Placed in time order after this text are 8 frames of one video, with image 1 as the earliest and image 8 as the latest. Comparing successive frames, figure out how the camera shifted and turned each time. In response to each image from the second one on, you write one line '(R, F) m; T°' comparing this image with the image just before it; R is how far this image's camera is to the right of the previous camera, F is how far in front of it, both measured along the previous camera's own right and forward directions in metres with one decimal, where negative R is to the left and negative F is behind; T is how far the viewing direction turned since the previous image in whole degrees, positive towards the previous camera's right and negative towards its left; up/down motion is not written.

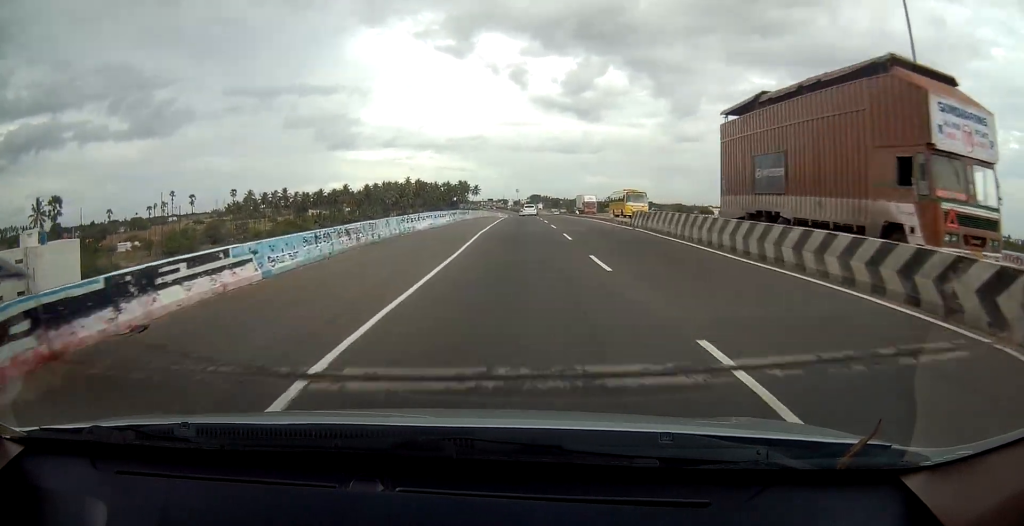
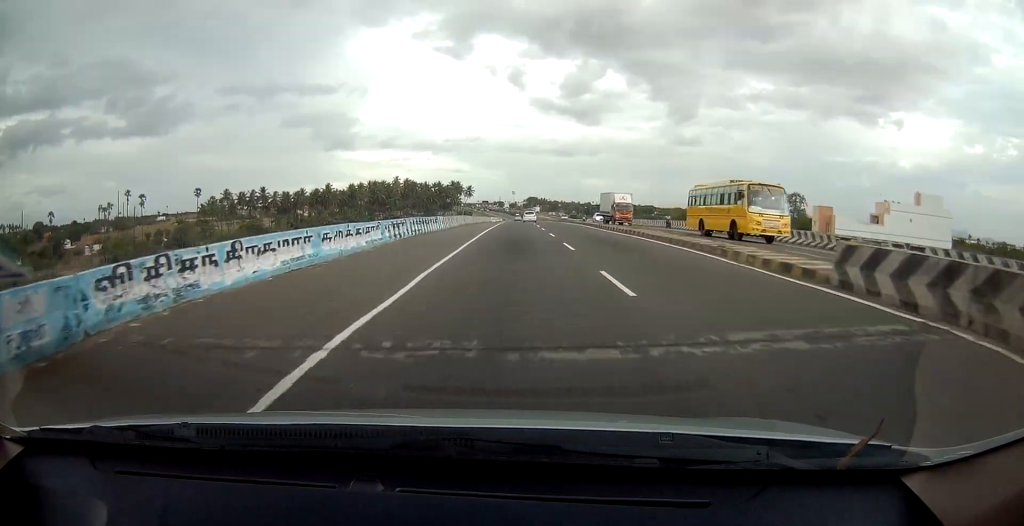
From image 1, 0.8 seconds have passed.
(0.0, +20.9) m; 0°
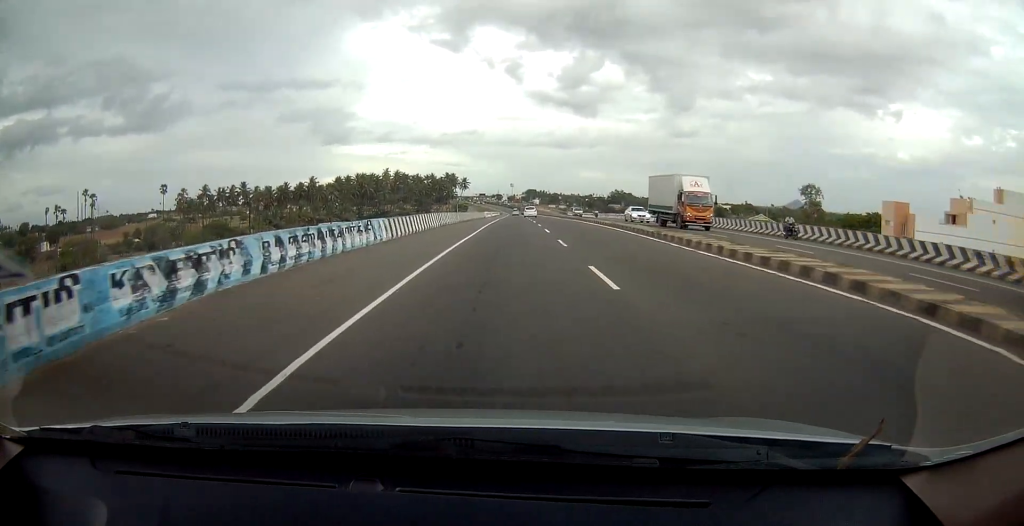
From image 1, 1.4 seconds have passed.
(0.0, +17.5) m; 0°
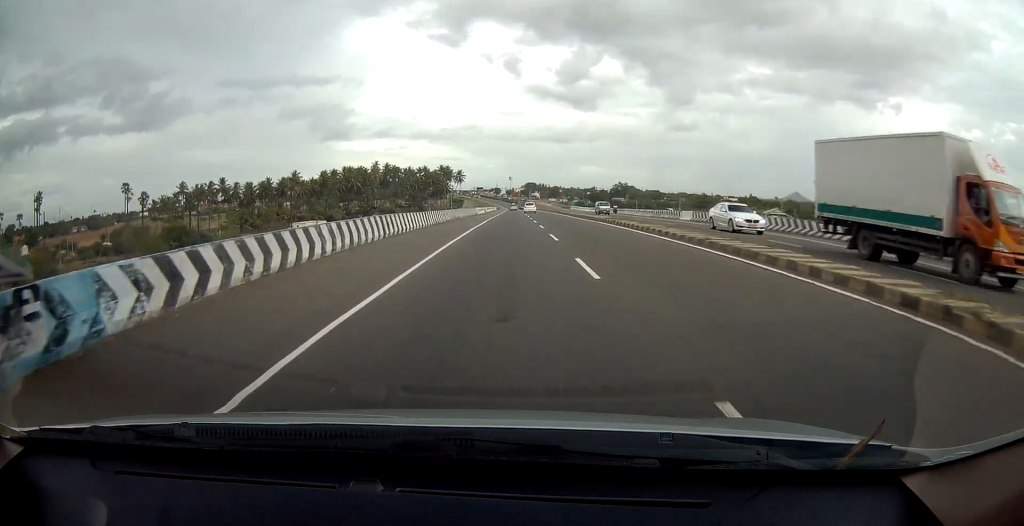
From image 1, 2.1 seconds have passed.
(+0.2, +17.2) m; 0°
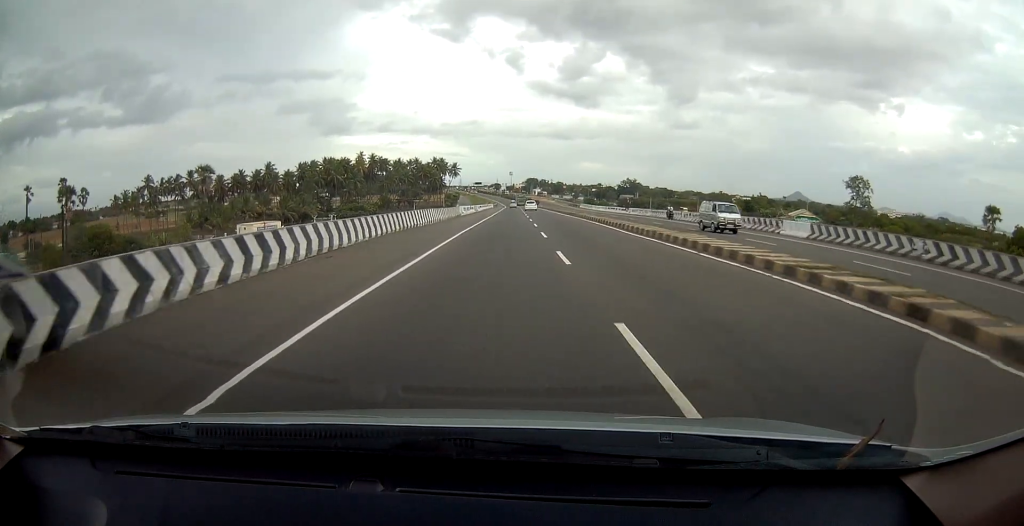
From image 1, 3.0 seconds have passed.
(0.0, +24.8) m; 0°
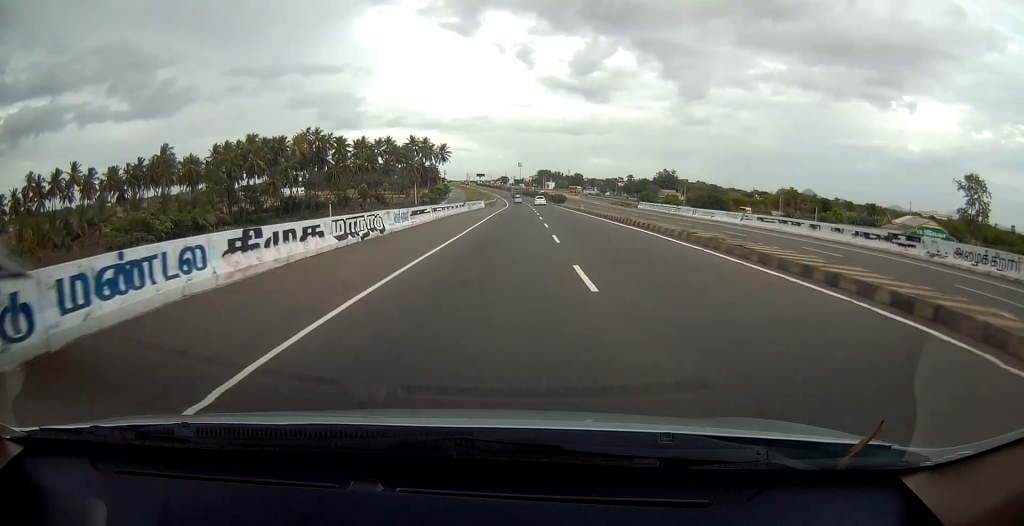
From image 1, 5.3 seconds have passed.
(-0.7, +66.8) m; -1°
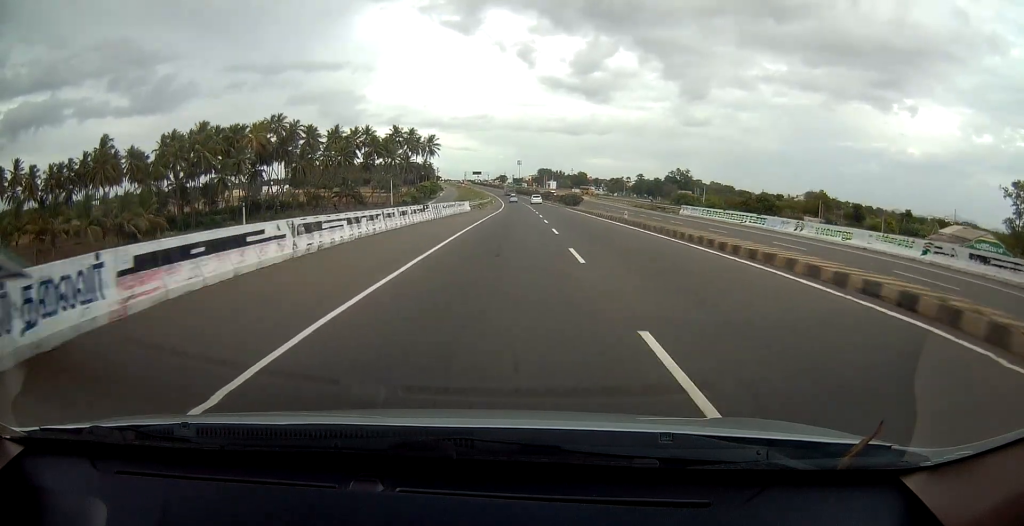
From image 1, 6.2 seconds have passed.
(+0.1, +23.7) m; 0°
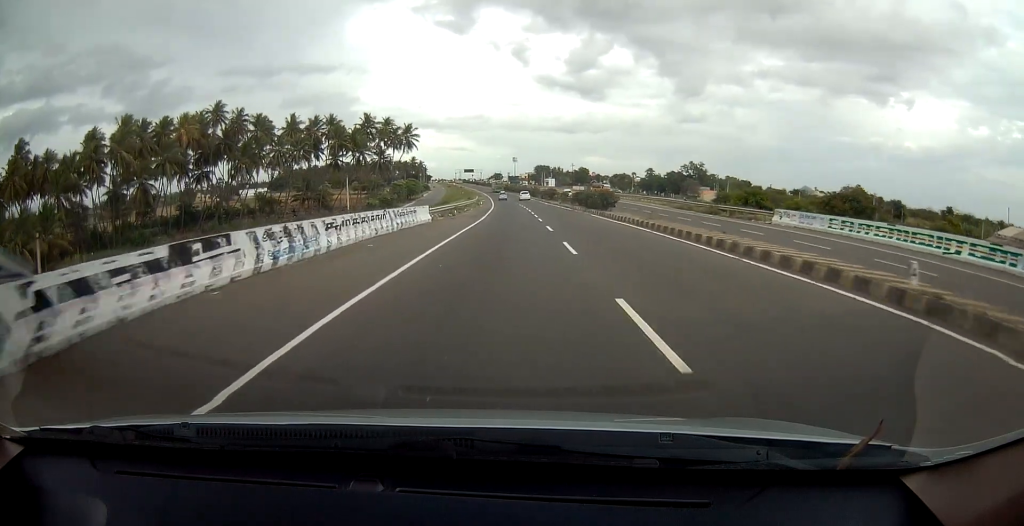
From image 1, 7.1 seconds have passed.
(+0.1, +25.6) m; 0°
